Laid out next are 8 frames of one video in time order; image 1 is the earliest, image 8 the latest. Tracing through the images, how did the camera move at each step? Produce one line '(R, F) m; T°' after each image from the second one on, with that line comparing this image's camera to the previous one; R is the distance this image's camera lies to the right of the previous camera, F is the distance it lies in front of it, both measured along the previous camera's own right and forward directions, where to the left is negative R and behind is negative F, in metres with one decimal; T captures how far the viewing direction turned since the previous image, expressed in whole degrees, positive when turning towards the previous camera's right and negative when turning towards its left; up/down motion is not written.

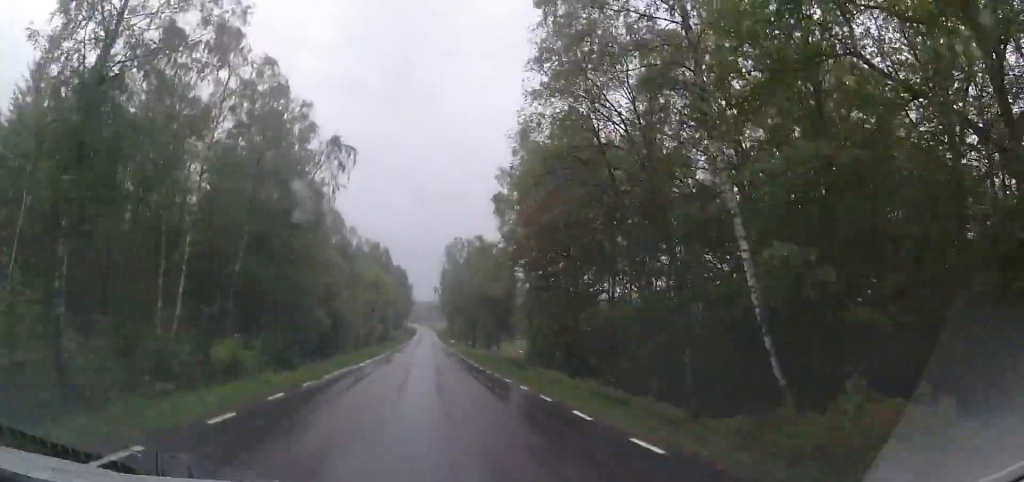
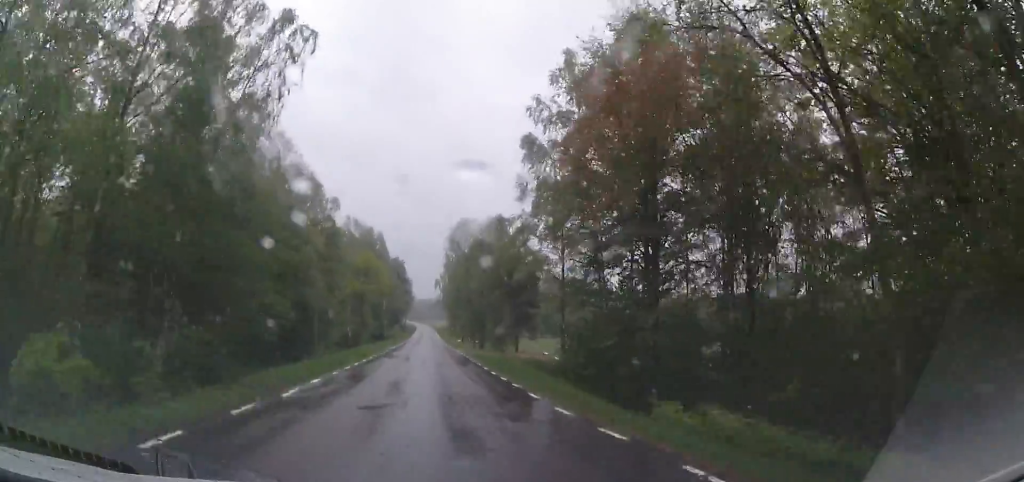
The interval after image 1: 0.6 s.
(-0.2, +14.5) m; 0°
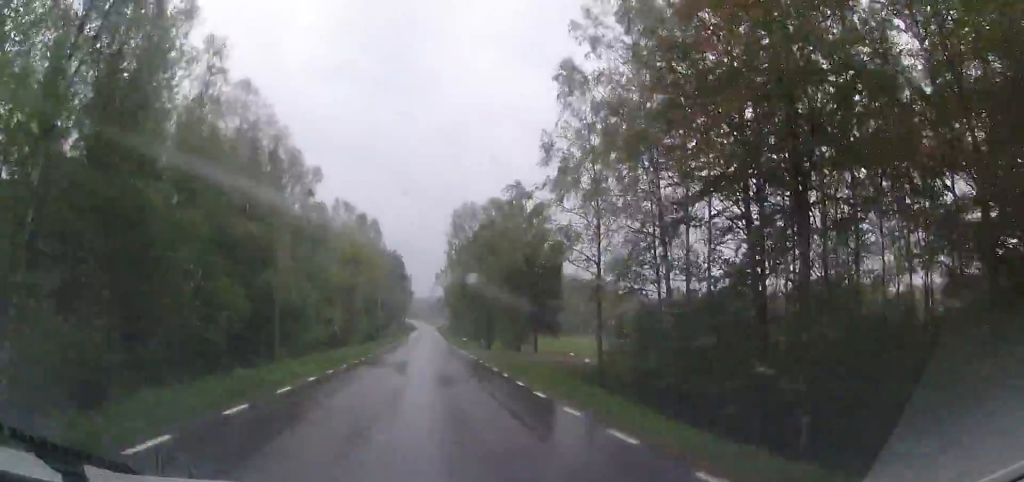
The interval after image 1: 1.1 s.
(0.0, +9.9) m; 0°
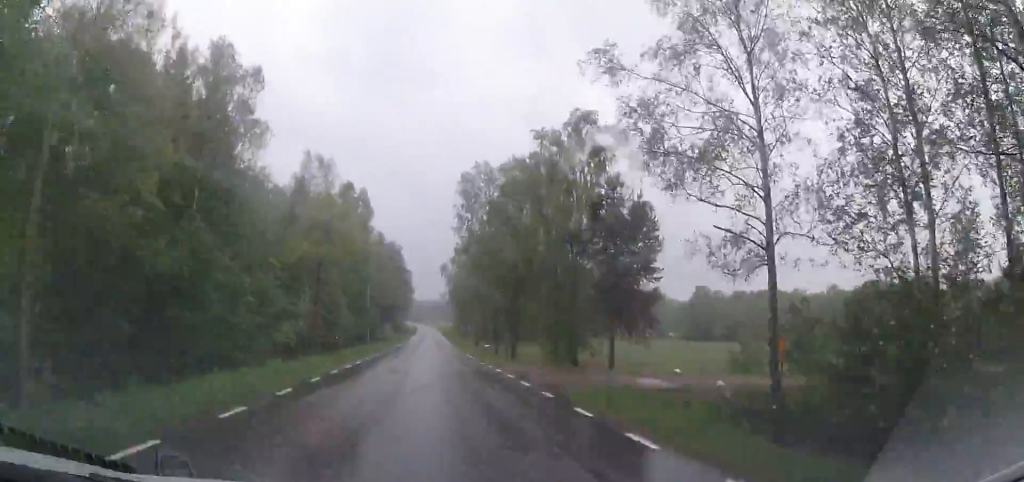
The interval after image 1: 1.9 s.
(+0.1, +19.1) m; +1°
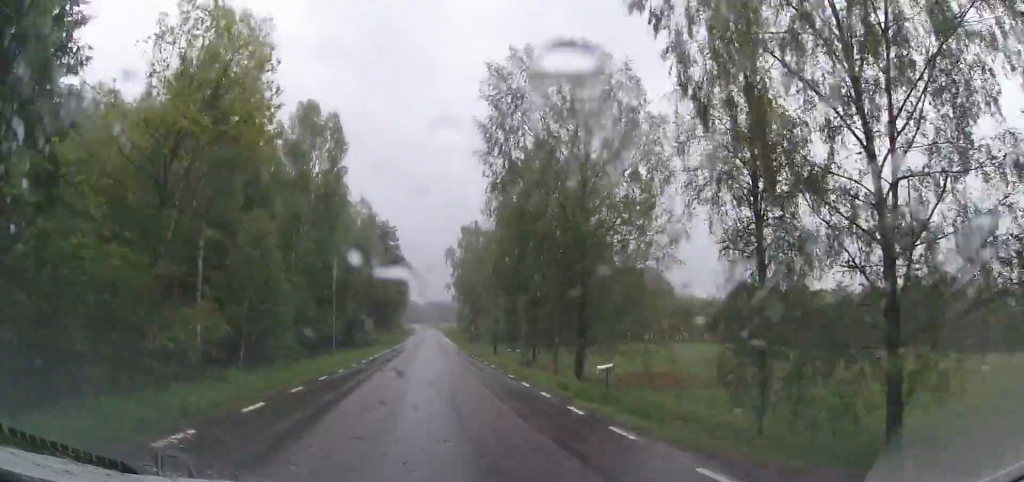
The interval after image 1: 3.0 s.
(+0.4, +24.7) m; 0°
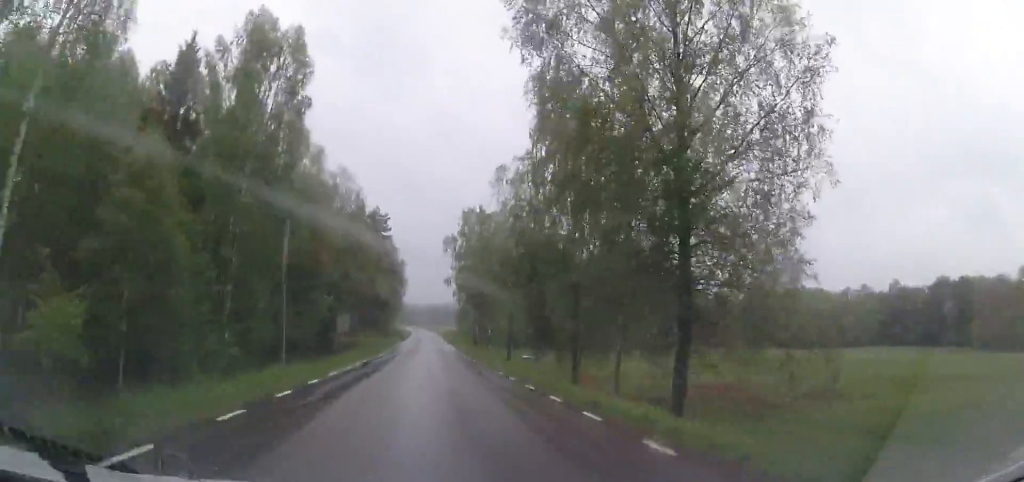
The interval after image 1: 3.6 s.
(-0.1, +14.2) m; 0°
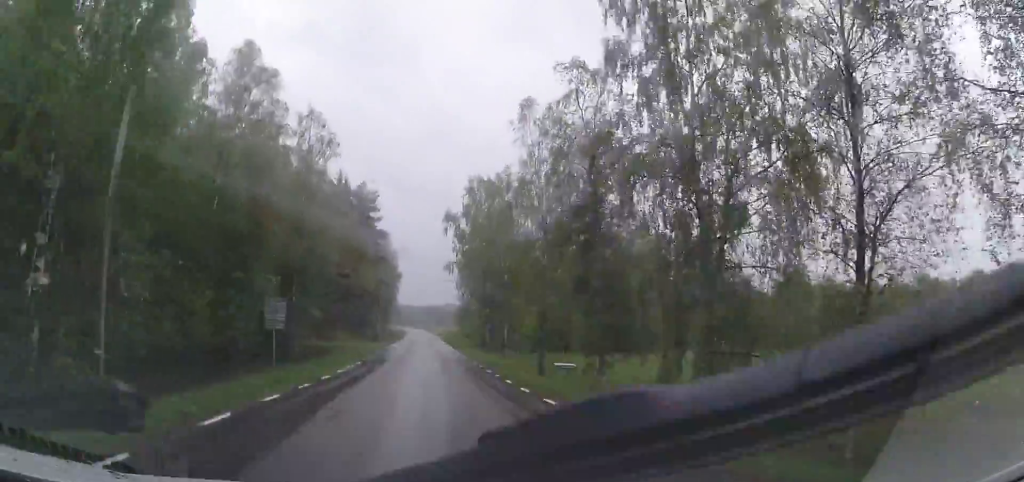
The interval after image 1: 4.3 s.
(0.0, +17.0) m; 0°
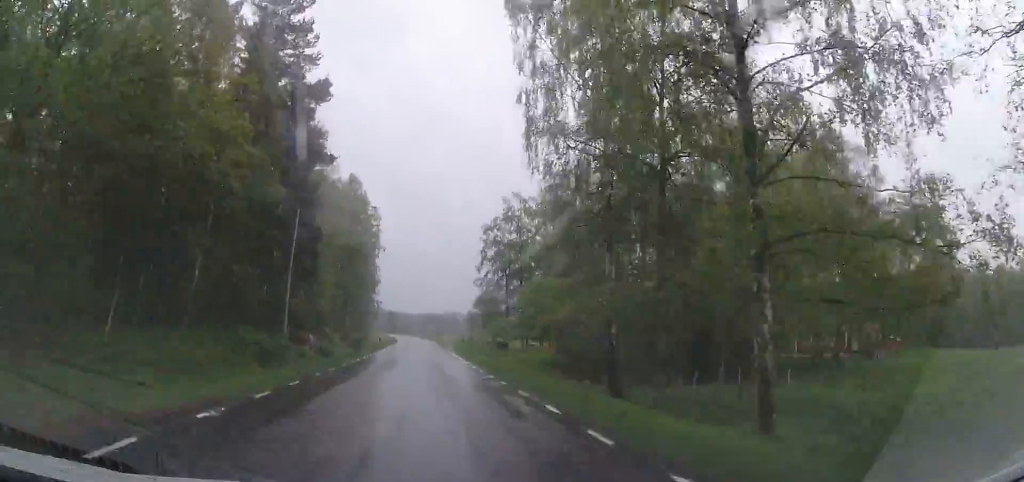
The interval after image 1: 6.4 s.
(+0.4, +56.5) m; +1°
